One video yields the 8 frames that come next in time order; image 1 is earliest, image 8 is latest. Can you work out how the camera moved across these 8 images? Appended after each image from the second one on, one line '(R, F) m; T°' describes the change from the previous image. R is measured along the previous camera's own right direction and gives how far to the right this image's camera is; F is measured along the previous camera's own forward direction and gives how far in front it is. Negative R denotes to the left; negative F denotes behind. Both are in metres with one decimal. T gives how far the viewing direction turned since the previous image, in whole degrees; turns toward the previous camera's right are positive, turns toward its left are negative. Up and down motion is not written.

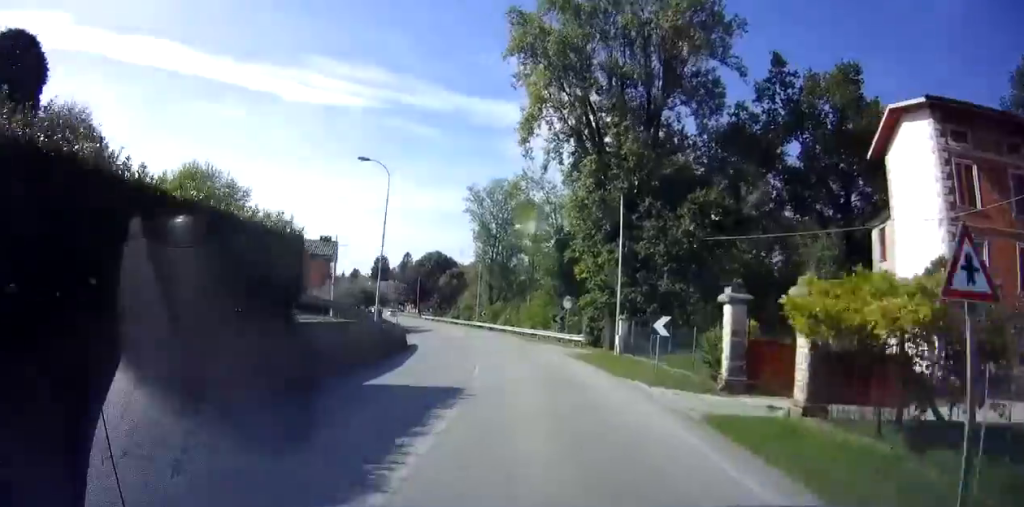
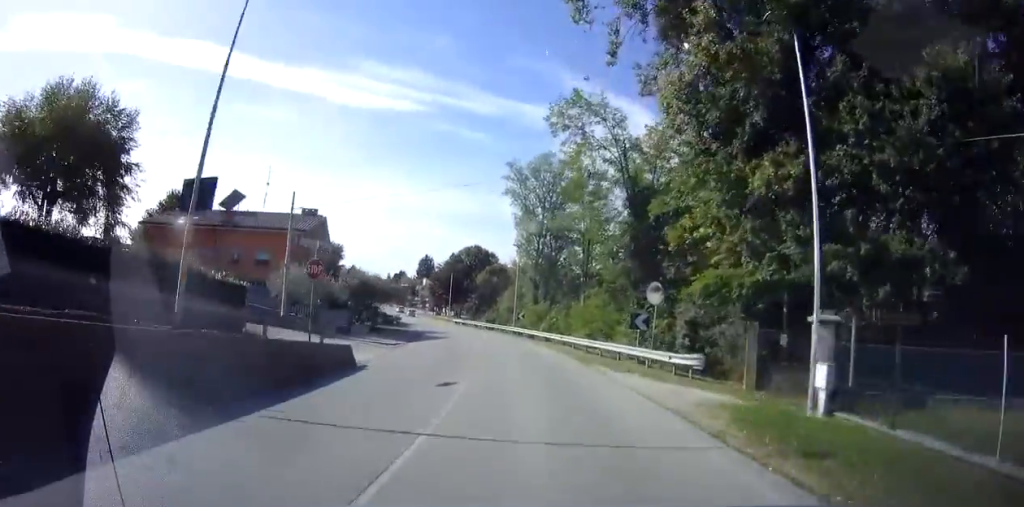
(-0.7, +16.5) m; -5°
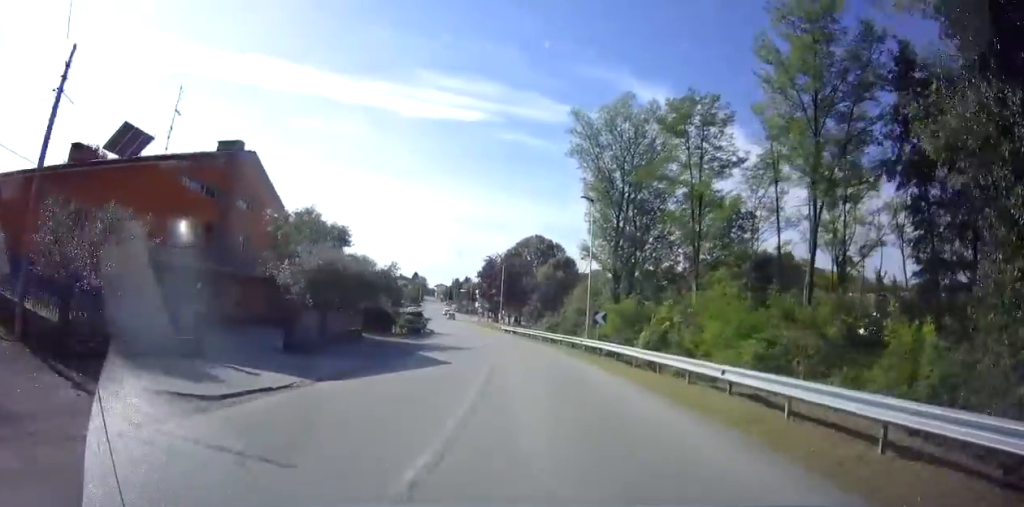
(-1.3, +20.4) m; -7°
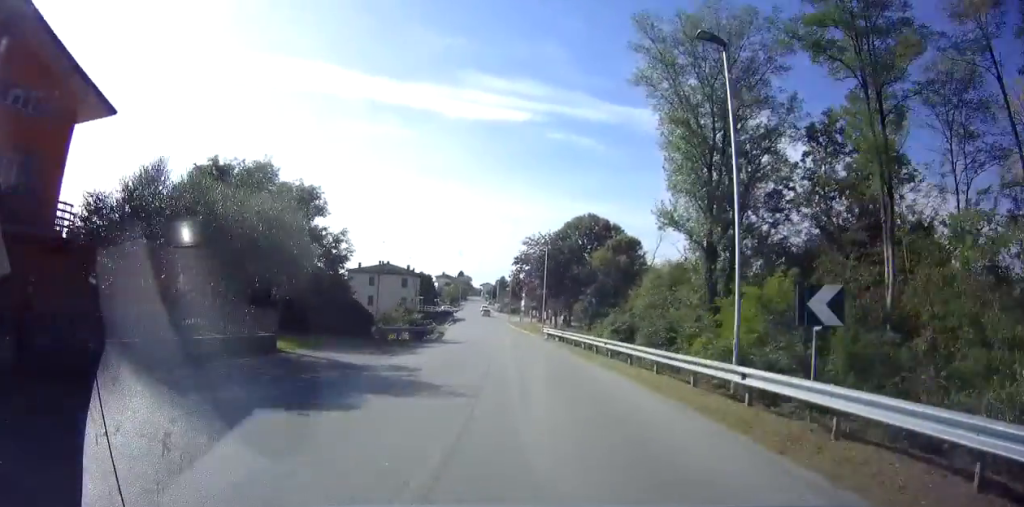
(-1.0, +17.7) m; -5°
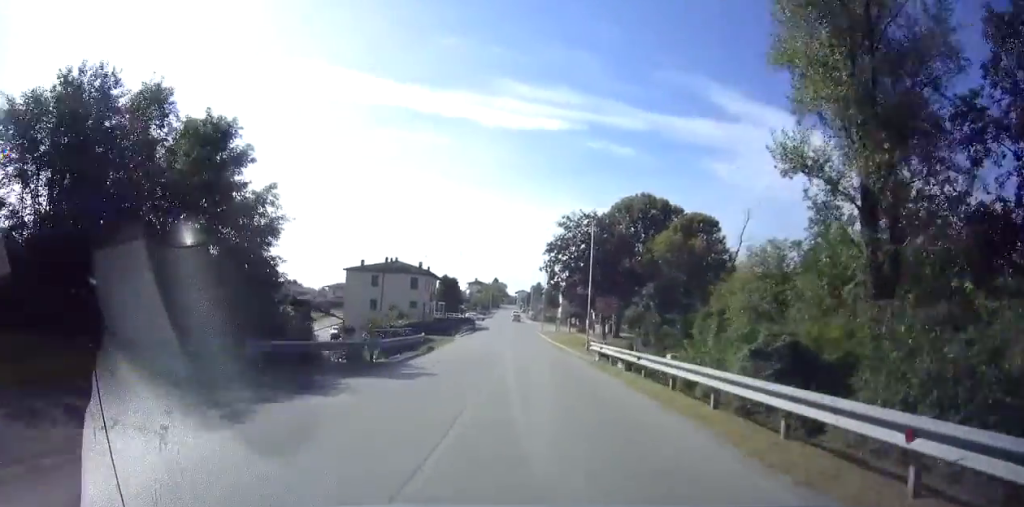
(-0.5, +15.3) m; -4°
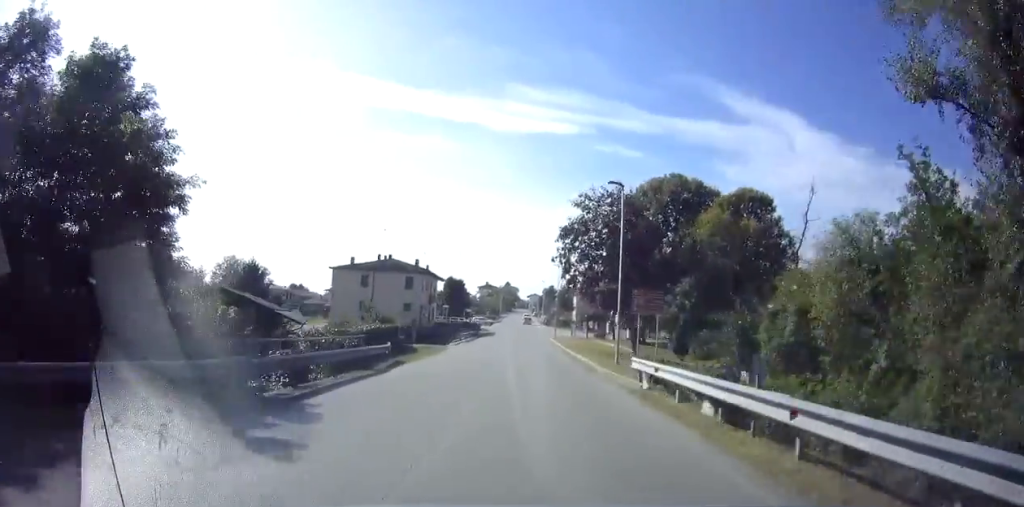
(+0.1, +8.5) m; -3°
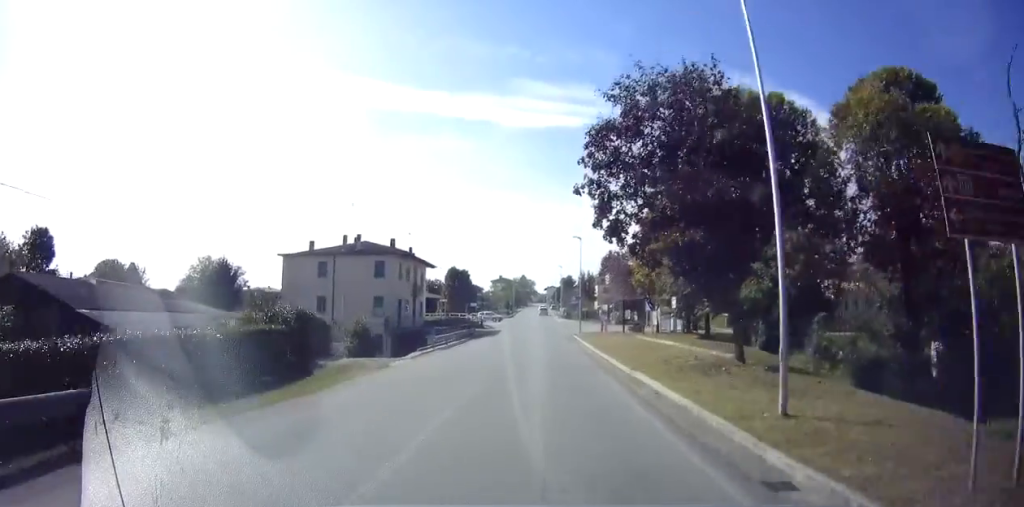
(-0.8, +15.7) m; -3°
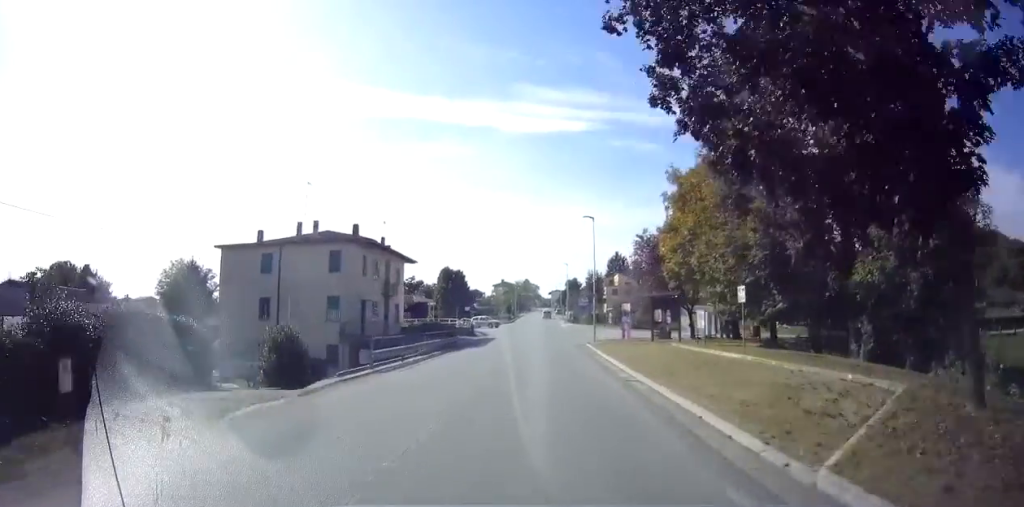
(0.0, +10.4) m; -1°
